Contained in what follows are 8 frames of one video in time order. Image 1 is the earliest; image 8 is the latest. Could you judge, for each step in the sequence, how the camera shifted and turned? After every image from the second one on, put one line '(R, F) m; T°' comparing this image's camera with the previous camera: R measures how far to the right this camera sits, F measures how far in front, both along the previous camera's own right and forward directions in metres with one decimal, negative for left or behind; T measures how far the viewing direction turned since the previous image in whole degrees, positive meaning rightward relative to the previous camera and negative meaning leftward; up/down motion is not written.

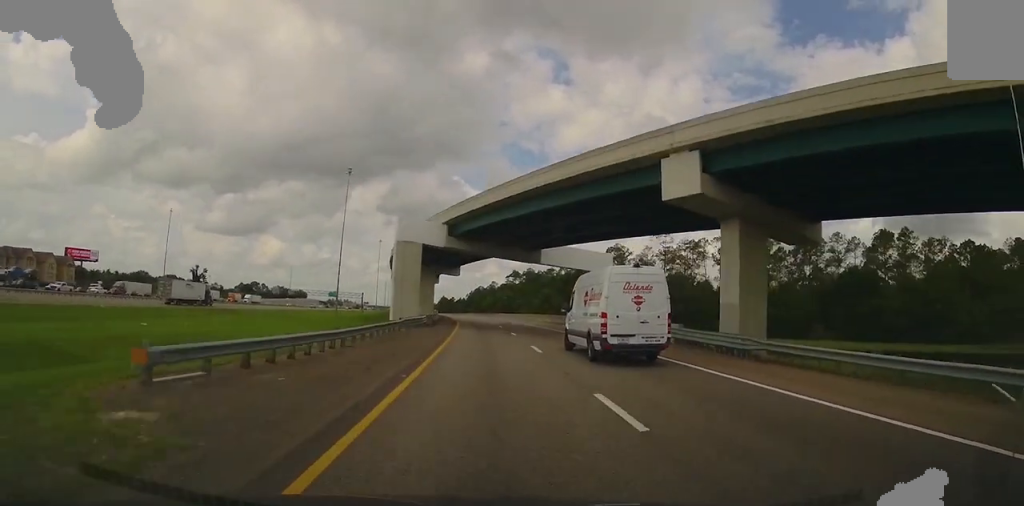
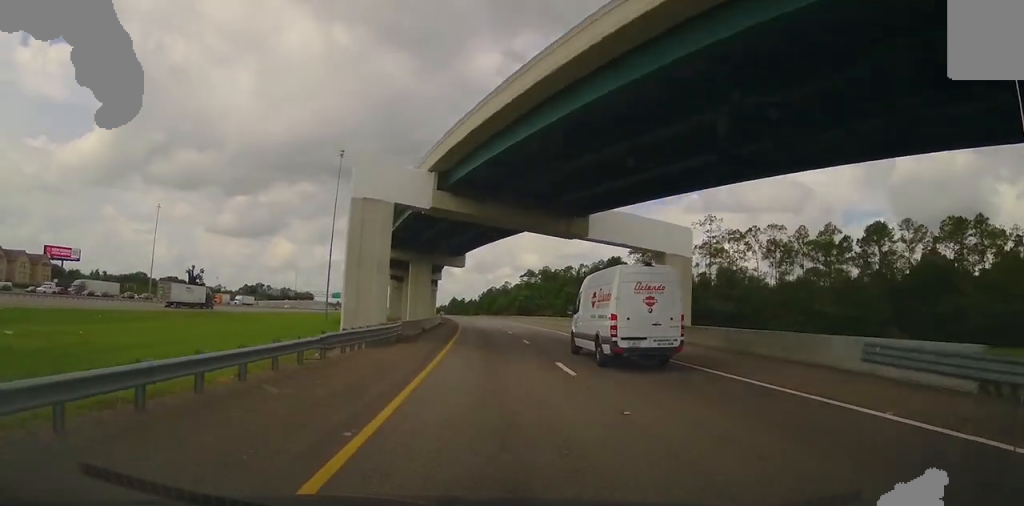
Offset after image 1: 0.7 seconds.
(-0.3, +18.9) m; -1°
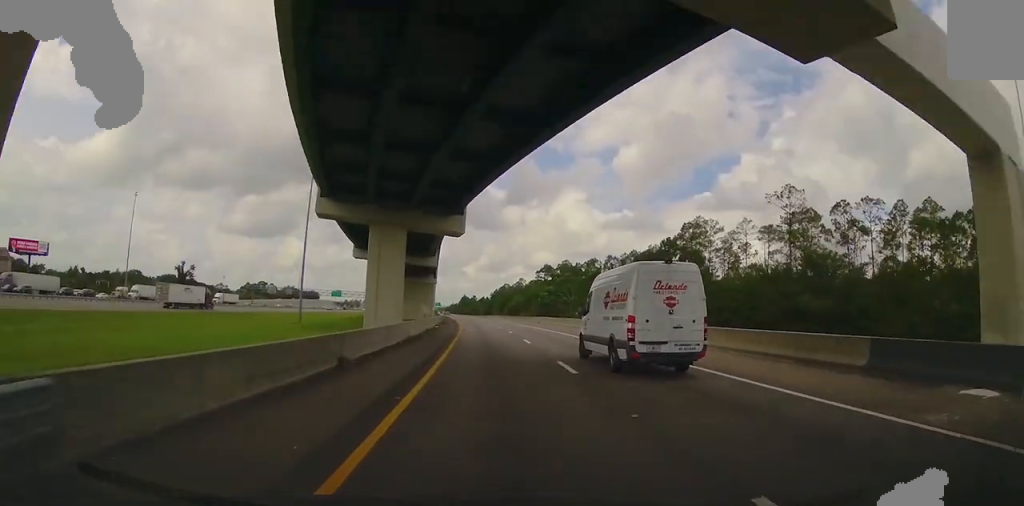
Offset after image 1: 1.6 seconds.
(0.0, +24.5) m; -1°
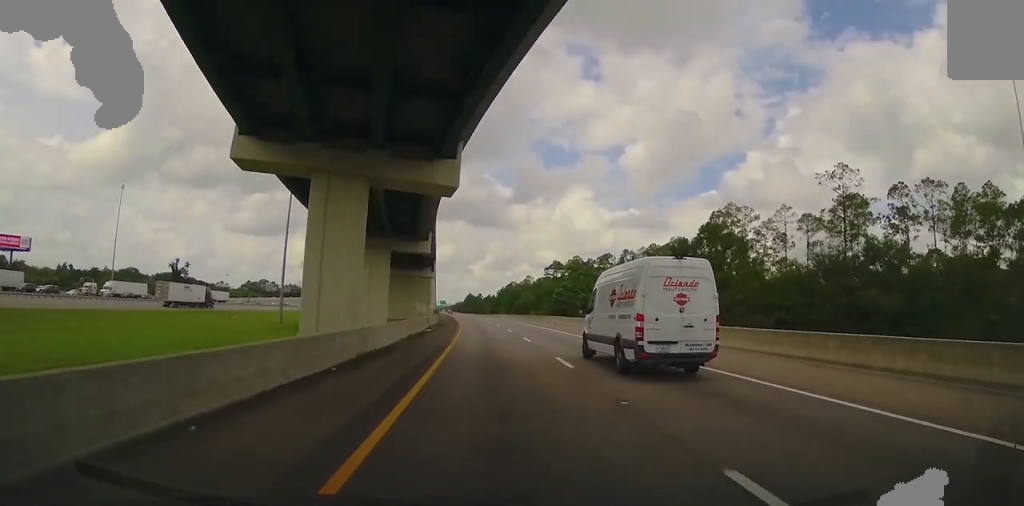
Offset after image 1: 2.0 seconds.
(-0.2, +11.9) m; -1°
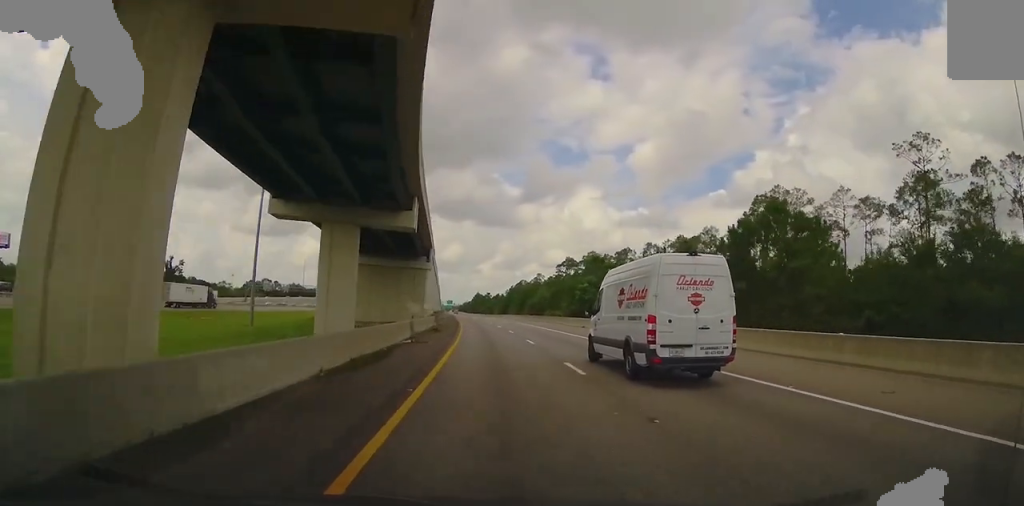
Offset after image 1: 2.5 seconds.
(-0.3, +13.8) m; -1°
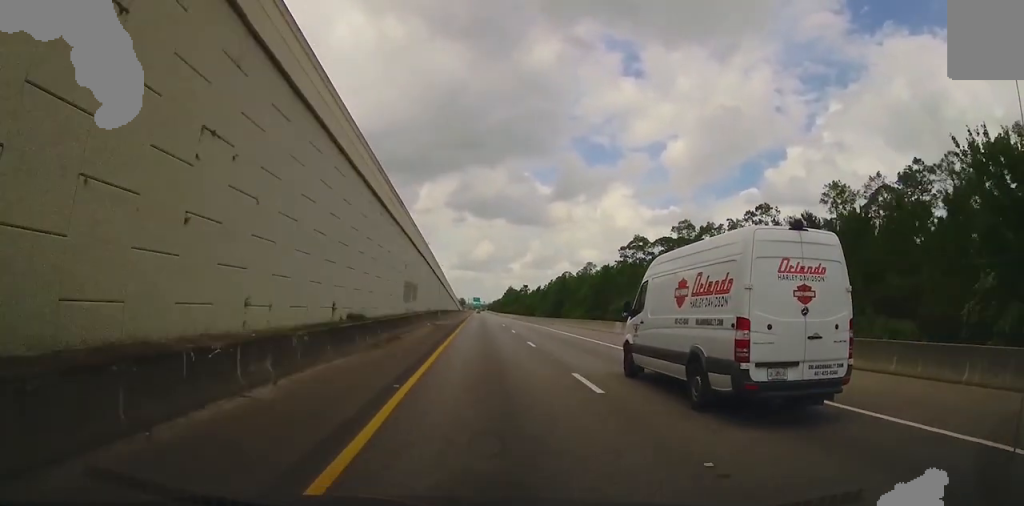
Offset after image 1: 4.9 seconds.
(-2.0, +66.4) m; -3°
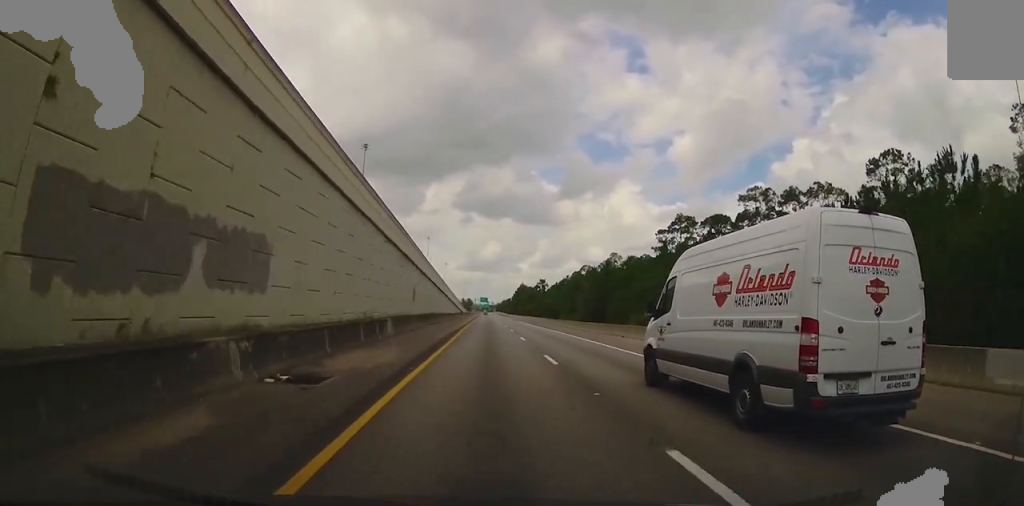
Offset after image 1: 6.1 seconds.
(0.0, +32.9) m; 0°
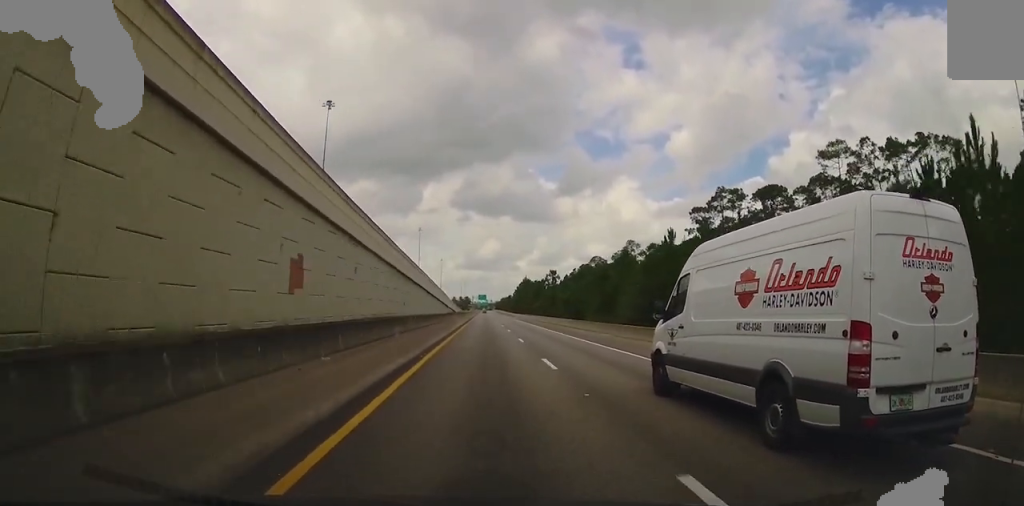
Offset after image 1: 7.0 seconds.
(0.0, +26.5) m; 0°
